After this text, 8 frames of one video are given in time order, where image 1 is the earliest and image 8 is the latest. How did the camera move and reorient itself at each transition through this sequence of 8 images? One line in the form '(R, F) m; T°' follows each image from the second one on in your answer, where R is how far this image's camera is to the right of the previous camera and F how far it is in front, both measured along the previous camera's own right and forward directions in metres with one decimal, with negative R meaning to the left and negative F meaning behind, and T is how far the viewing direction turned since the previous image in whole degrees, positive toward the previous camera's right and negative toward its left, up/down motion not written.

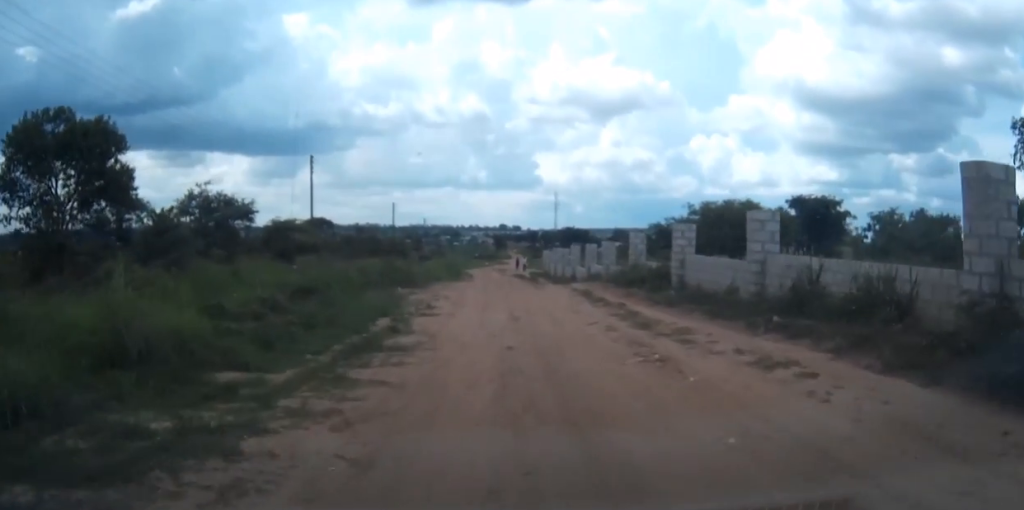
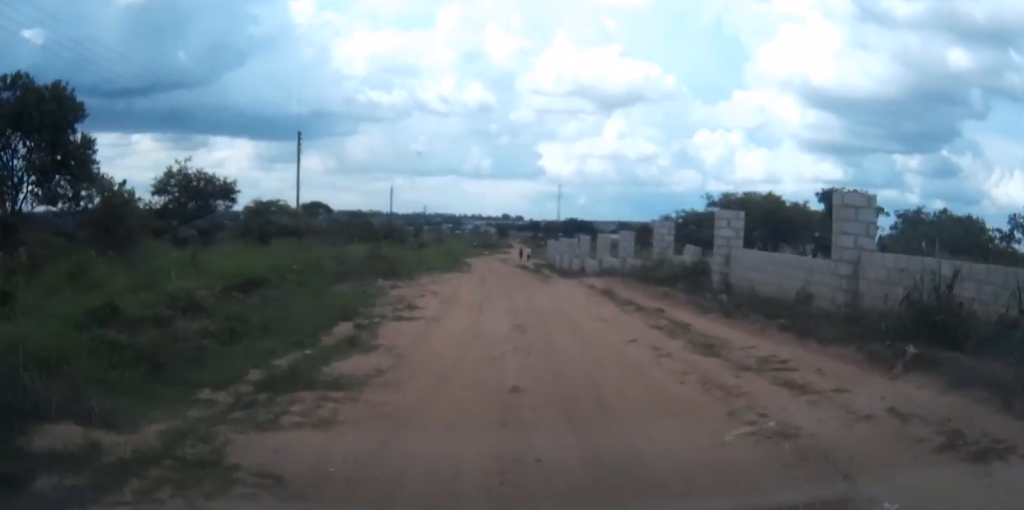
(0.0, +4.2) m; 0°
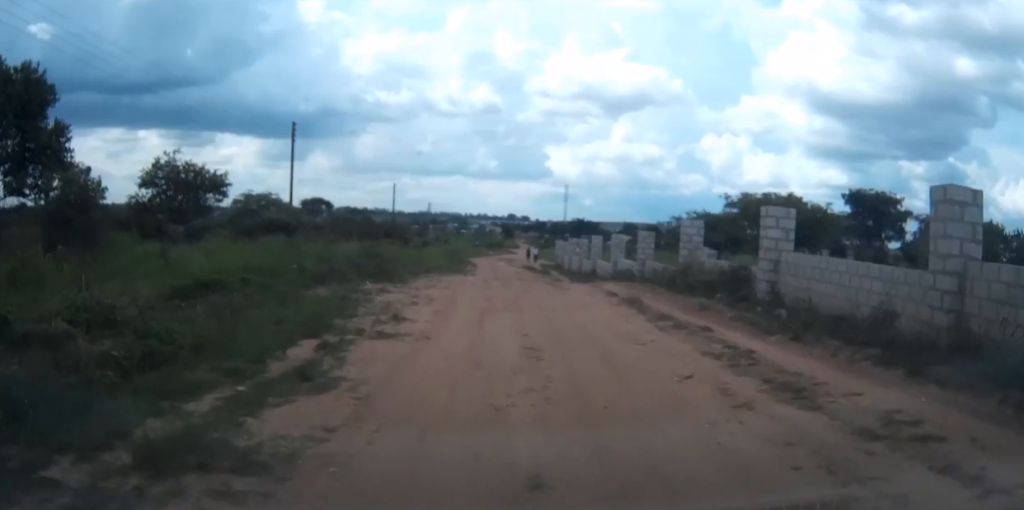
(0.0, +2.9) m; -1°
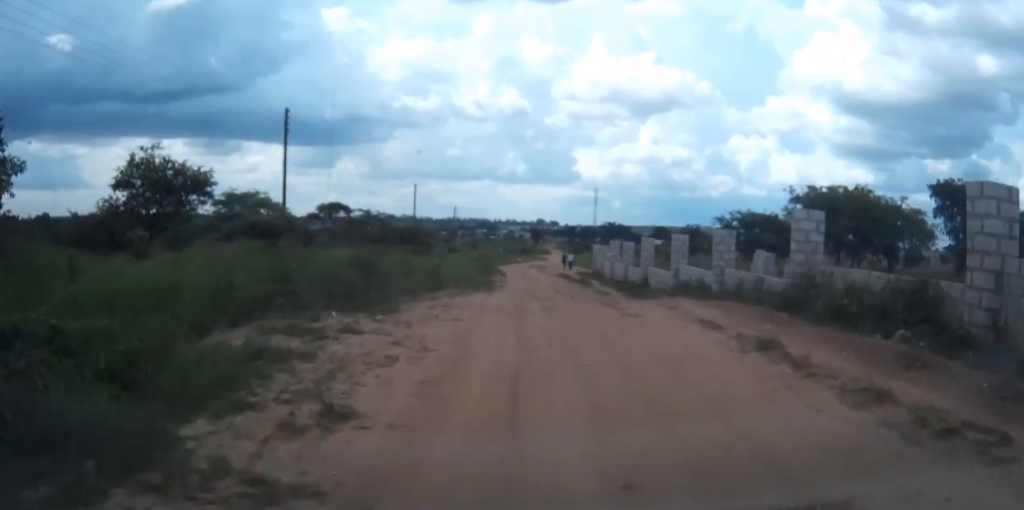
(-0.1, +6.8) m; -1°
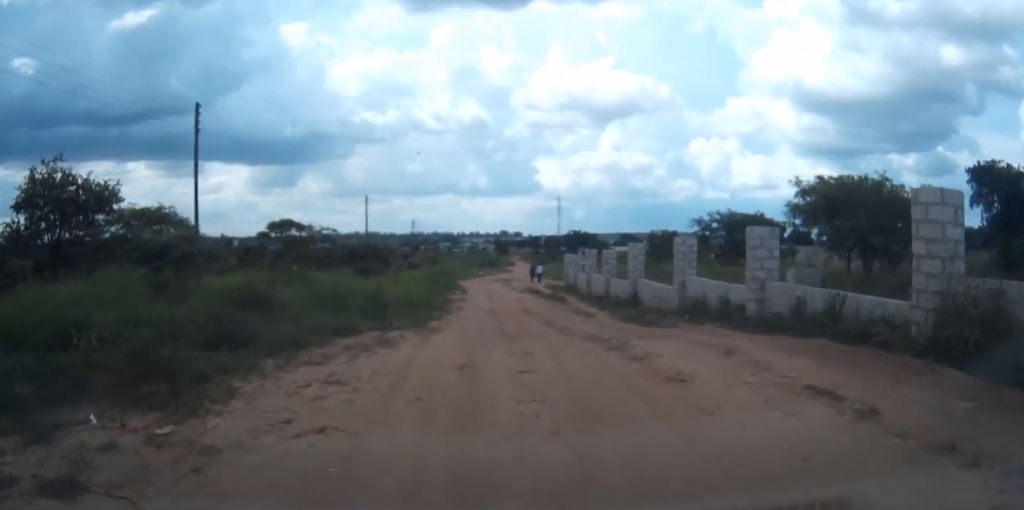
(0.0, +6.7) m; 0°
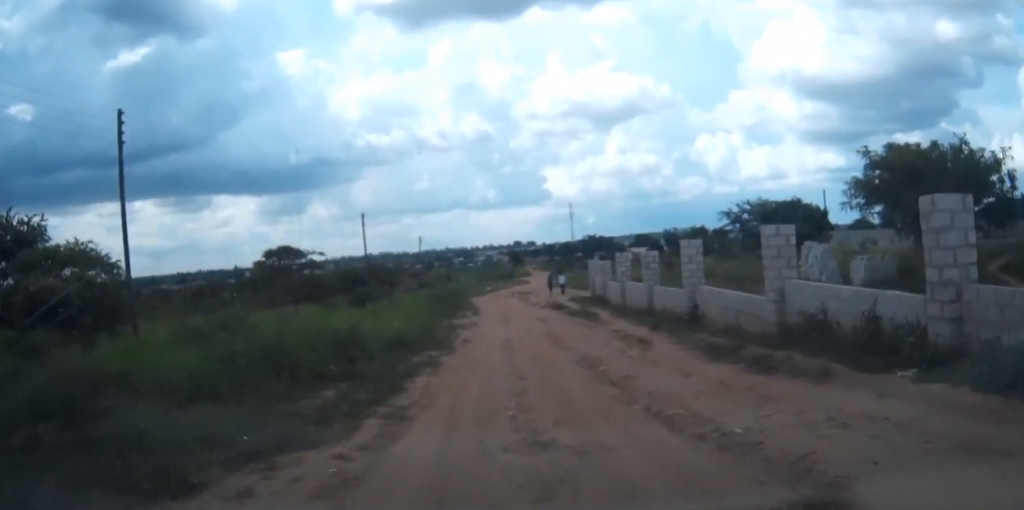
(0.0, +7.6) m; 0°
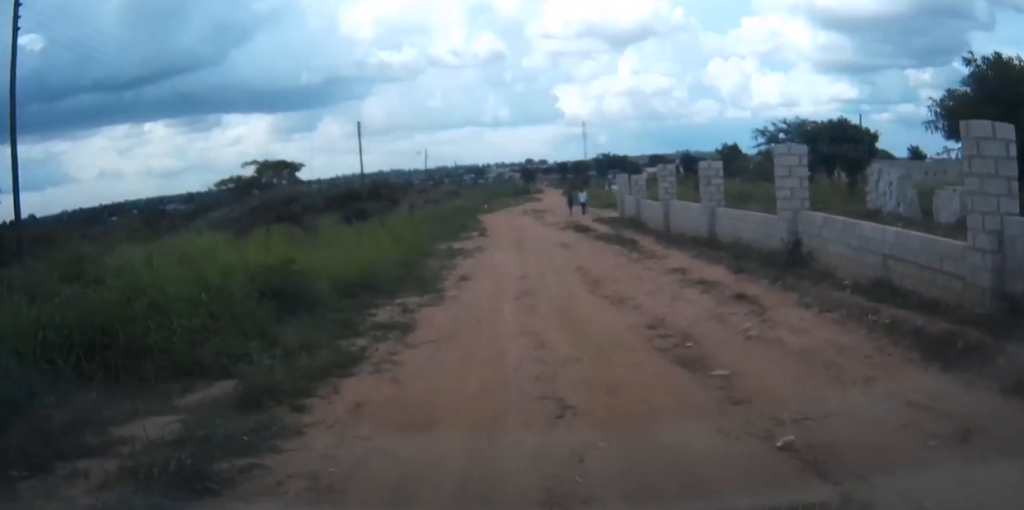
(-0.1, +7.2) m; -2°
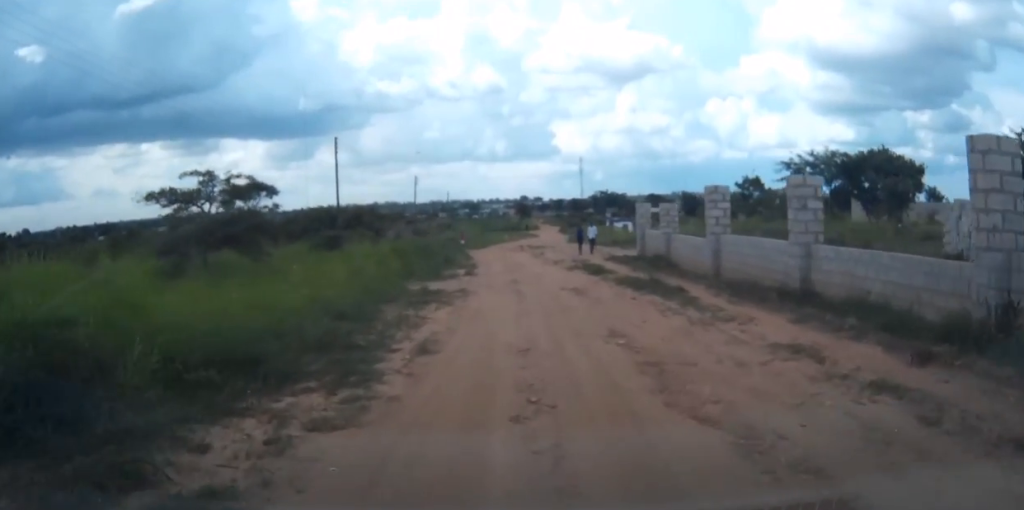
(-0.1, +7.1) m; +1°
